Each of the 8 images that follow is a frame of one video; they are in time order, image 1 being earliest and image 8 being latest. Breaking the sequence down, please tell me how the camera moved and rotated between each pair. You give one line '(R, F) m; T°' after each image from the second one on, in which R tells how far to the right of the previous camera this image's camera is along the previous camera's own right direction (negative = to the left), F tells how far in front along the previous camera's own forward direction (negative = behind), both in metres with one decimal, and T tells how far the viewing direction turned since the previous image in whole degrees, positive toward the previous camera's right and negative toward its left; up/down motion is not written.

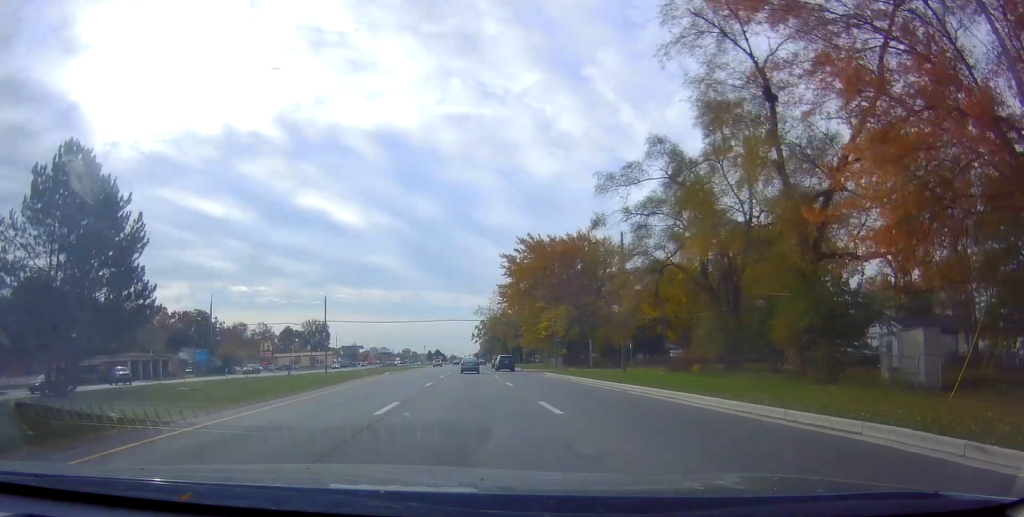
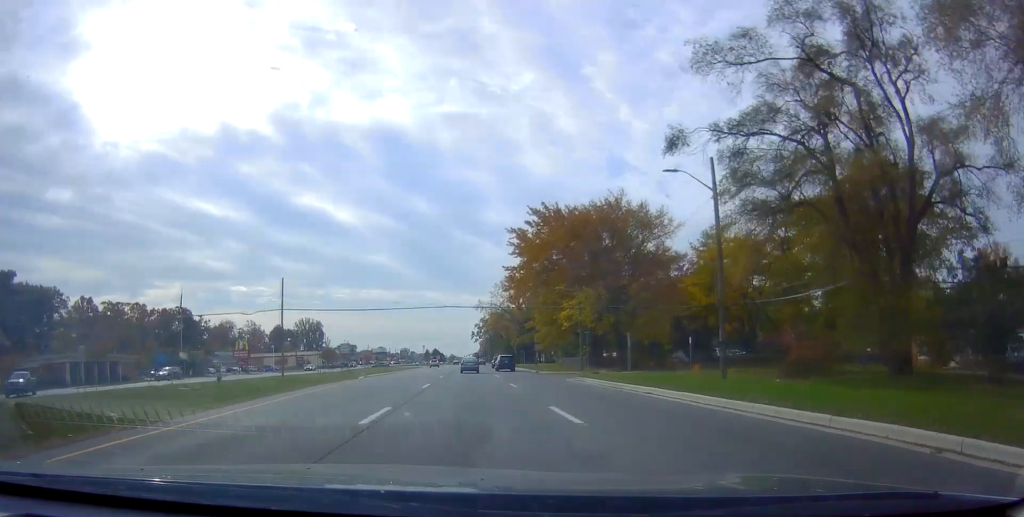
(-0.2, +17.0) m; 0°
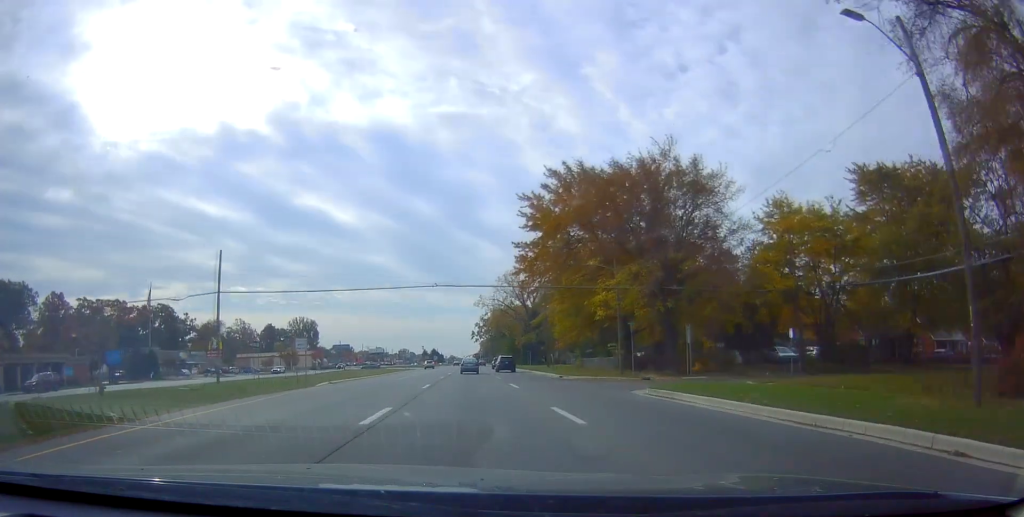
(-0.3, +14.9) m; 0°
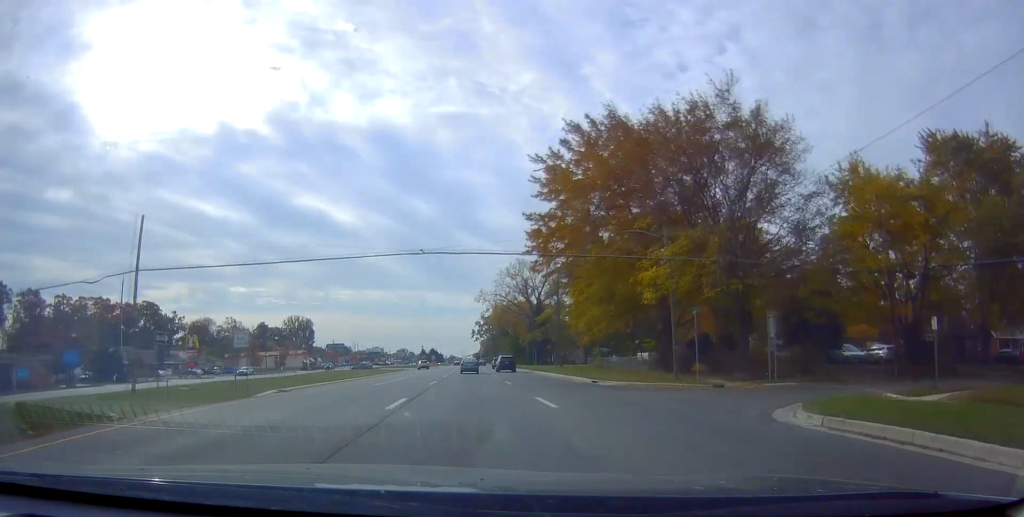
(+0.3, +11.3) m; +1°
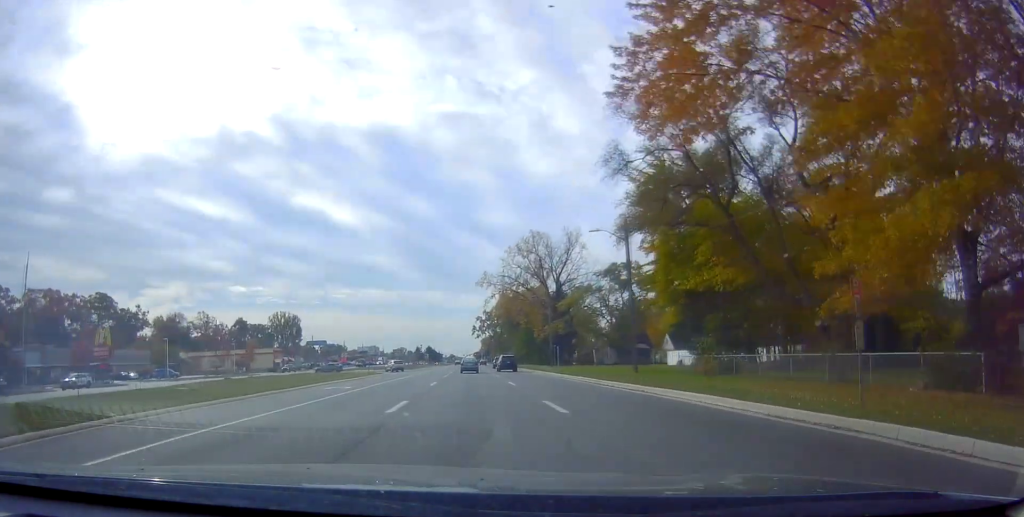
(+0.2, +30.4) m; -2°
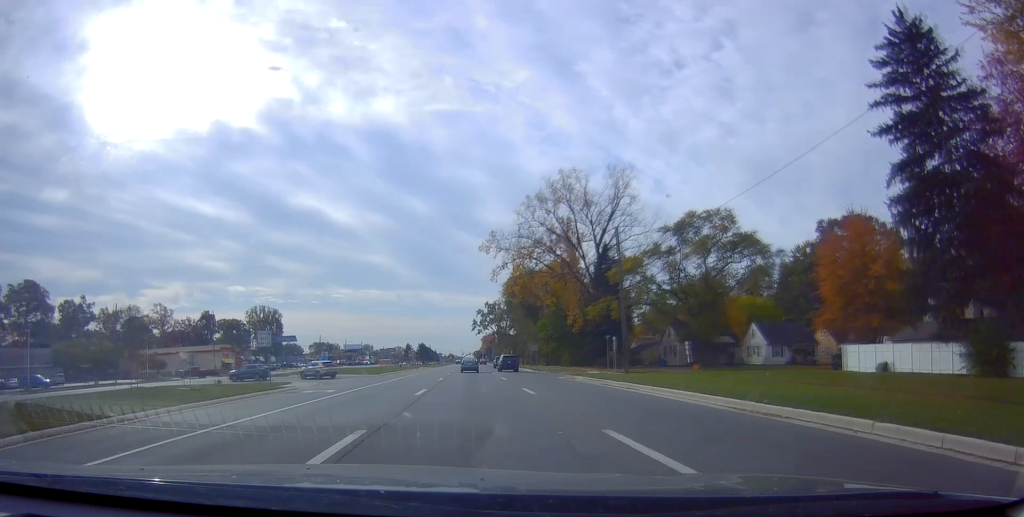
(-0.1, +37.0) m; +1°
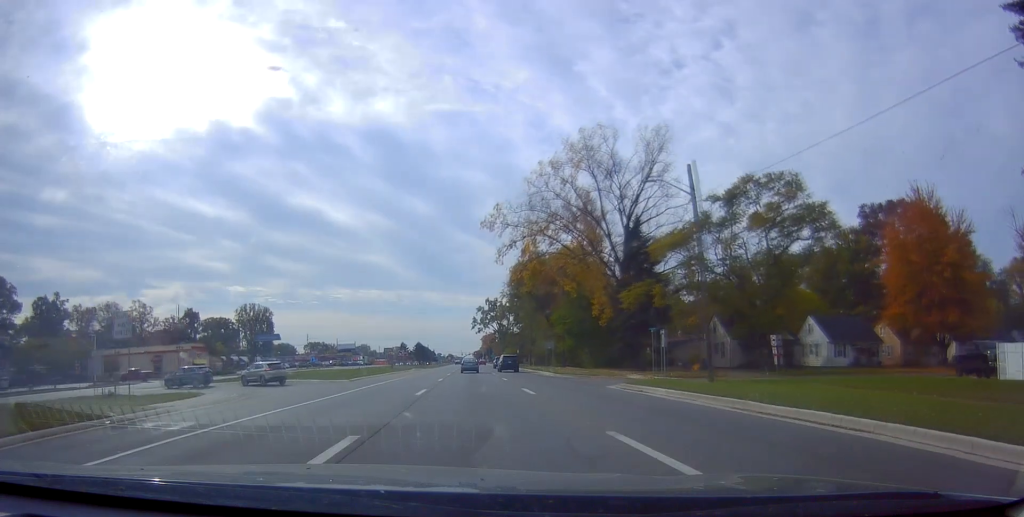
(-0.1, +14.9) m; -1°
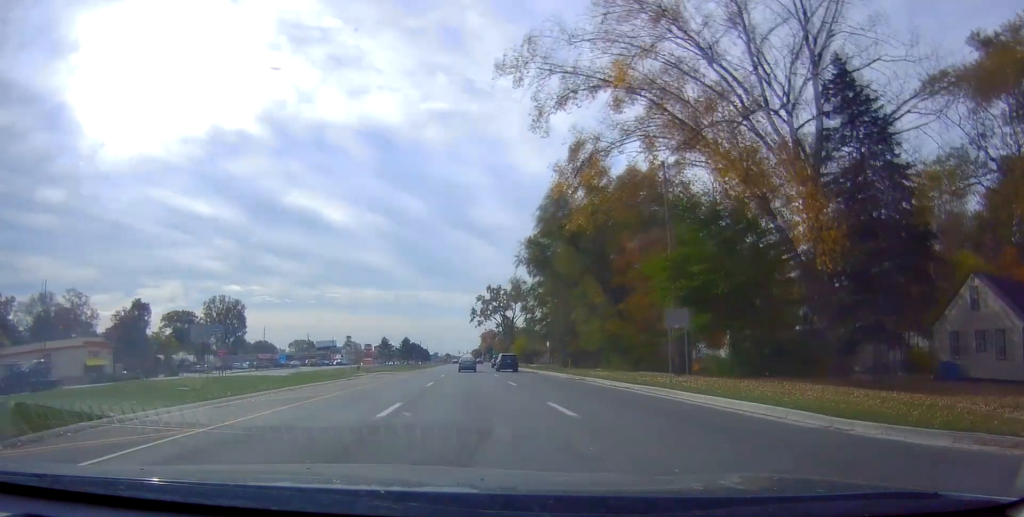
(-0.5, +37.6) m; 0°
